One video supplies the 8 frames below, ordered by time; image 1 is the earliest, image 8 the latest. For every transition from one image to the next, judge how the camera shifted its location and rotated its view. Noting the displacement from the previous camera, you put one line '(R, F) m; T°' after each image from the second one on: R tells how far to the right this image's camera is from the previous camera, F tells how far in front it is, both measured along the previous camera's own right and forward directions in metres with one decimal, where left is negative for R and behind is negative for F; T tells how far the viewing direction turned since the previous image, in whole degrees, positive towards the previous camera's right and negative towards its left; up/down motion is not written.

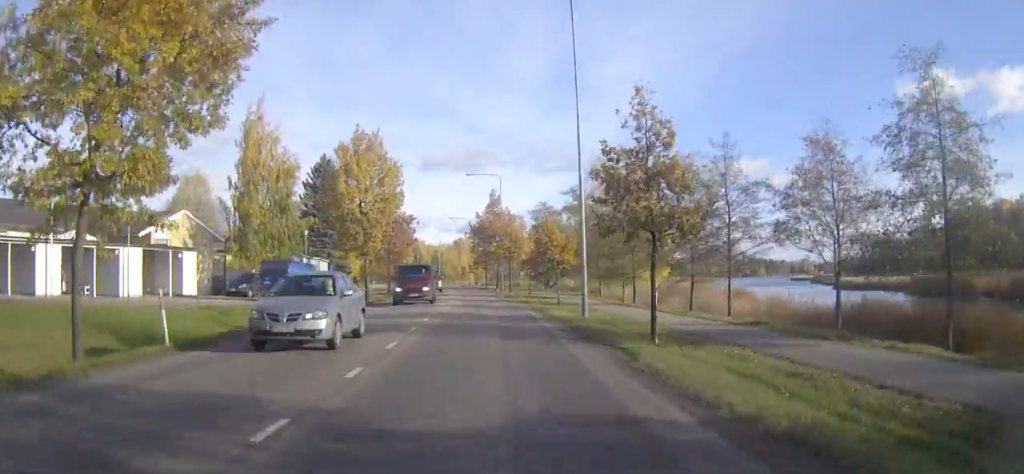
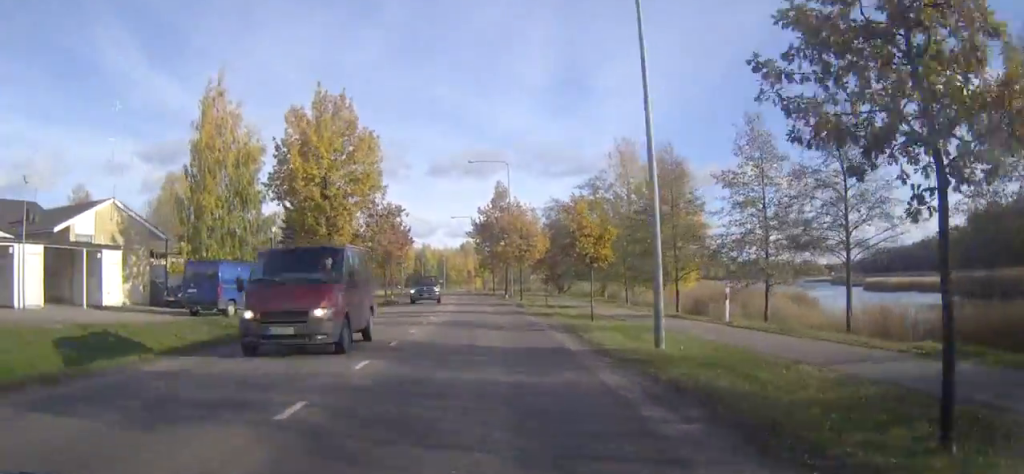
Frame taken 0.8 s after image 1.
(0.0, +11.0) m; -1°
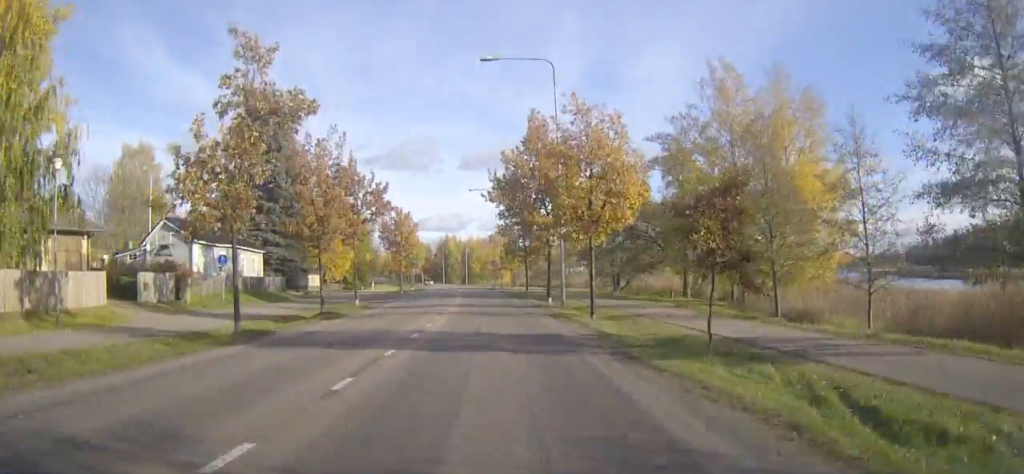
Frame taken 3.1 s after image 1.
(-0.5, +29.5) m; -2°
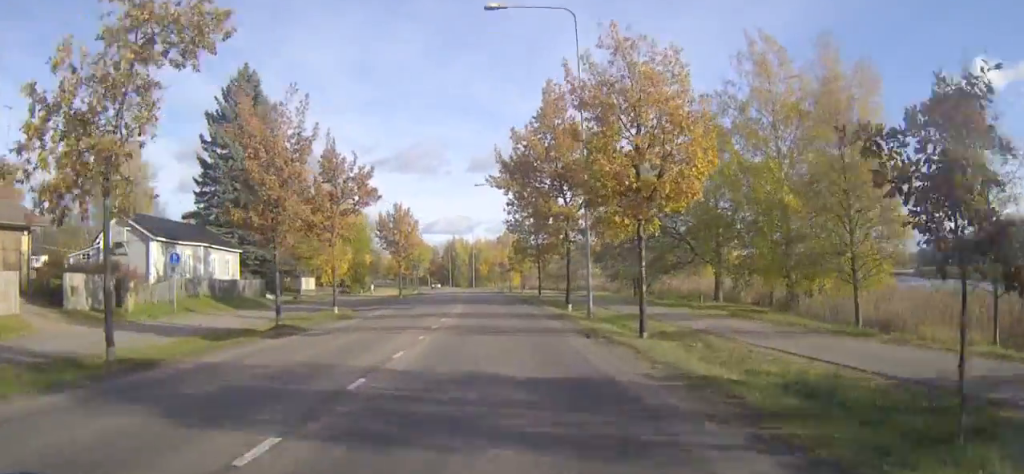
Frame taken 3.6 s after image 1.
(0.0, +7.5) m; 0°
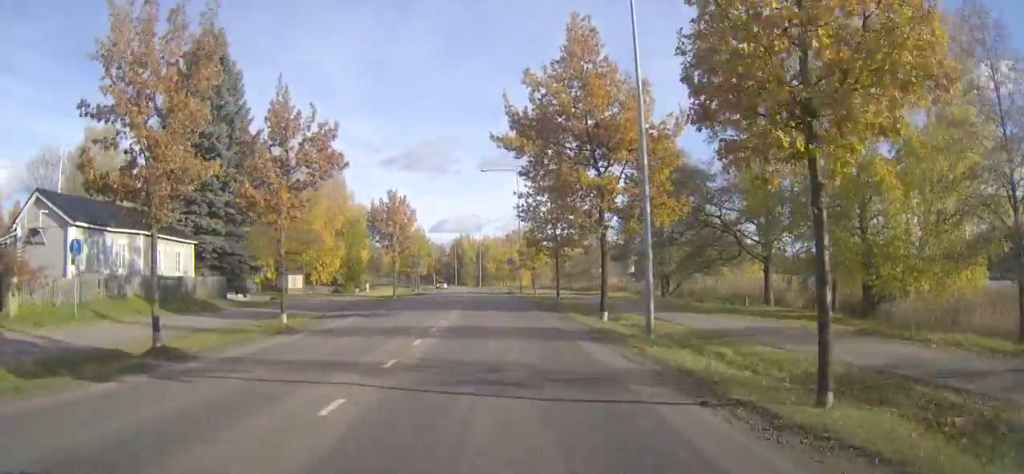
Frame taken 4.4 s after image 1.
(0.0, +9.7) m; -1°
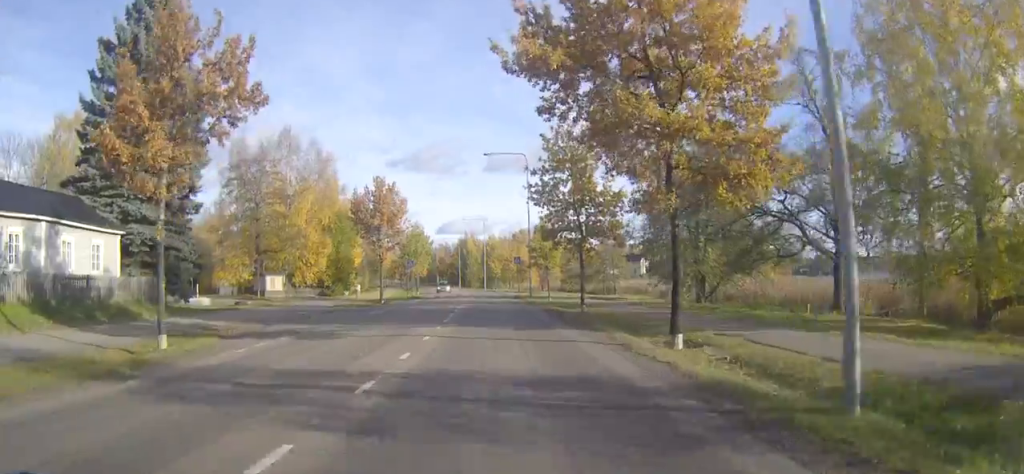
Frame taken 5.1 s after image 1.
(-0.1, +10.1) m; -1°
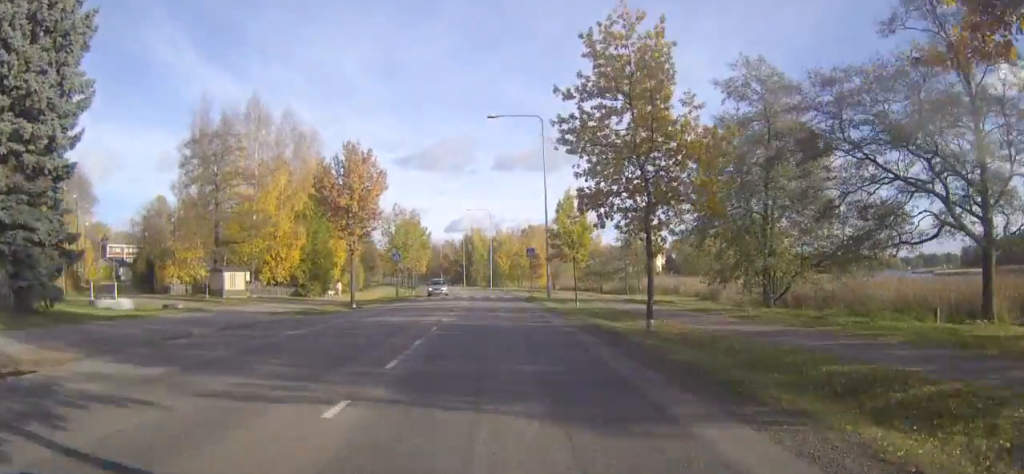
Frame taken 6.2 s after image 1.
(-0.1, +13.6) m; -1°
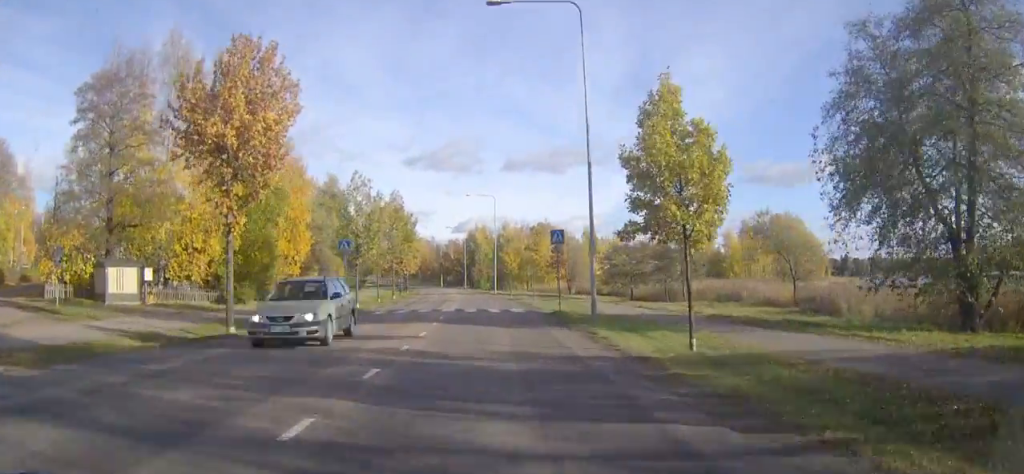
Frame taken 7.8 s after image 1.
(-0.1, +20.8) m; -1°
